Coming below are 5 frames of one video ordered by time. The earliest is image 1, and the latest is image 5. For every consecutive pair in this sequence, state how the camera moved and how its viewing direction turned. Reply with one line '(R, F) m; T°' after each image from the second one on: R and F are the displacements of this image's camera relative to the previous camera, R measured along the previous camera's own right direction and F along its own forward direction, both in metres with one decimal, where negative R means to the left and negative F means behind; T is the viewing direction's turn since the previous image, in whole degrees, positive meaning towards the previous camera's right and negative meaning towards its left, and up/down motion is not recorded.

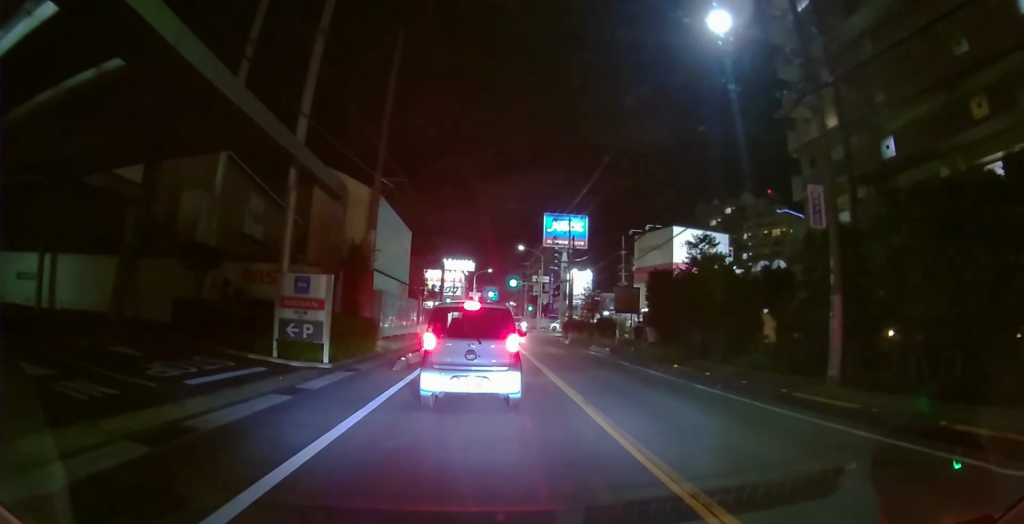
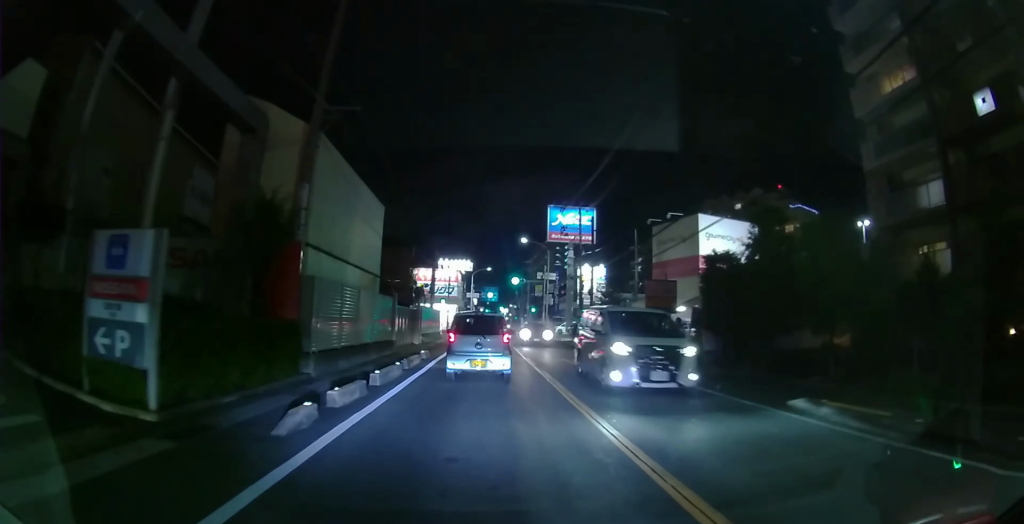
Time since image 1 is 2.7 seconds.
(-0.3, +6.6) m; -5°
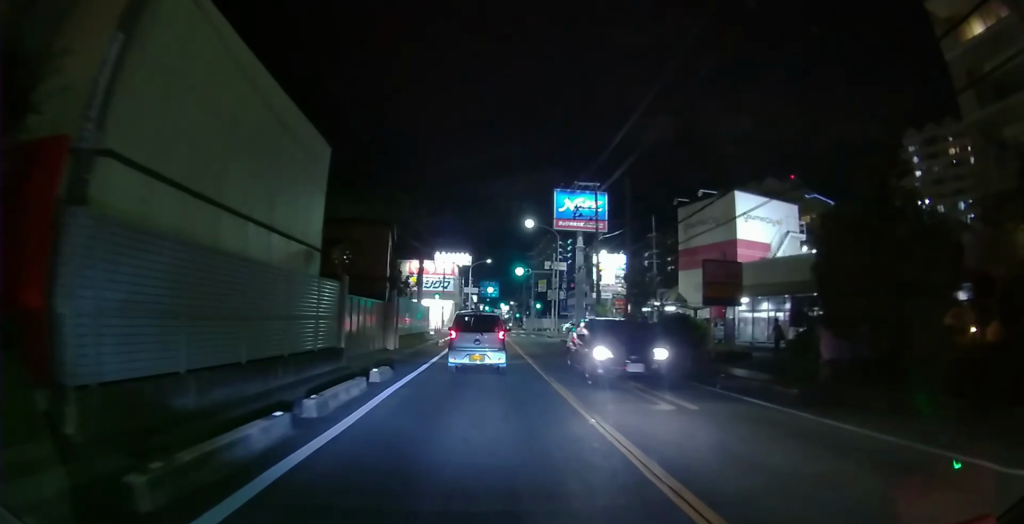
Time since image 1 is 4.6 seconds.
(+0.1, +6.7) m; +1°
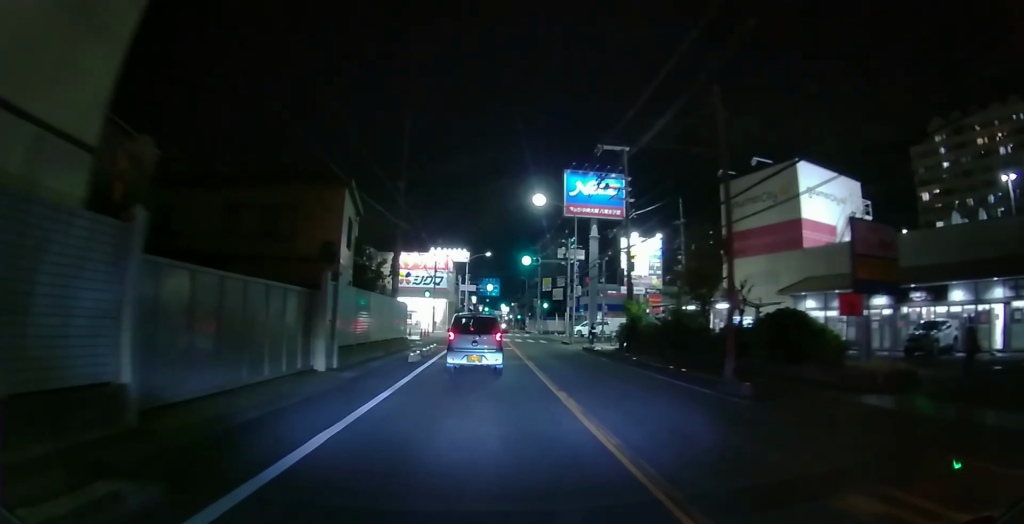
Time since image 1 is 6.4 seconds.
(0.0, +9.1) m; 0°
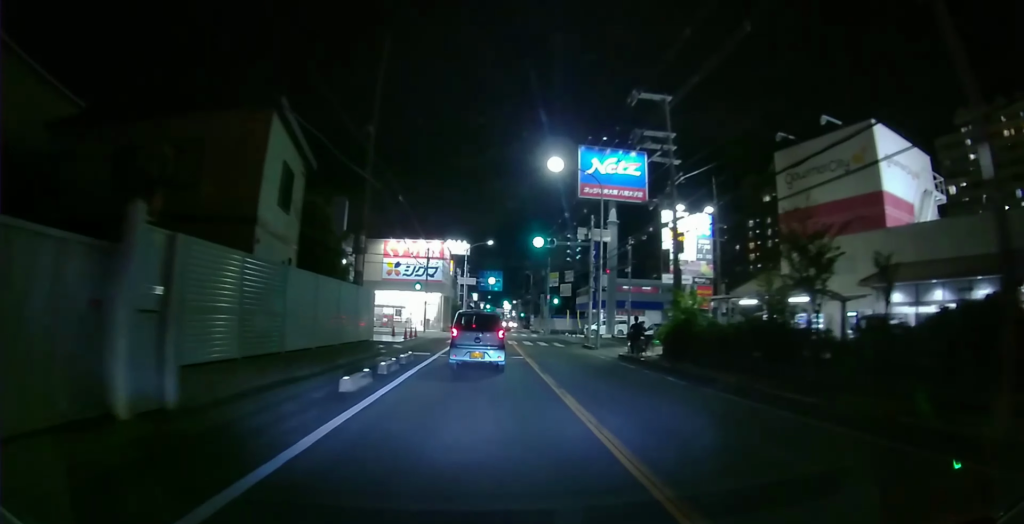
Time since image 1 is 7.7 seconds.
(0.0, +7.9) m; 0°
